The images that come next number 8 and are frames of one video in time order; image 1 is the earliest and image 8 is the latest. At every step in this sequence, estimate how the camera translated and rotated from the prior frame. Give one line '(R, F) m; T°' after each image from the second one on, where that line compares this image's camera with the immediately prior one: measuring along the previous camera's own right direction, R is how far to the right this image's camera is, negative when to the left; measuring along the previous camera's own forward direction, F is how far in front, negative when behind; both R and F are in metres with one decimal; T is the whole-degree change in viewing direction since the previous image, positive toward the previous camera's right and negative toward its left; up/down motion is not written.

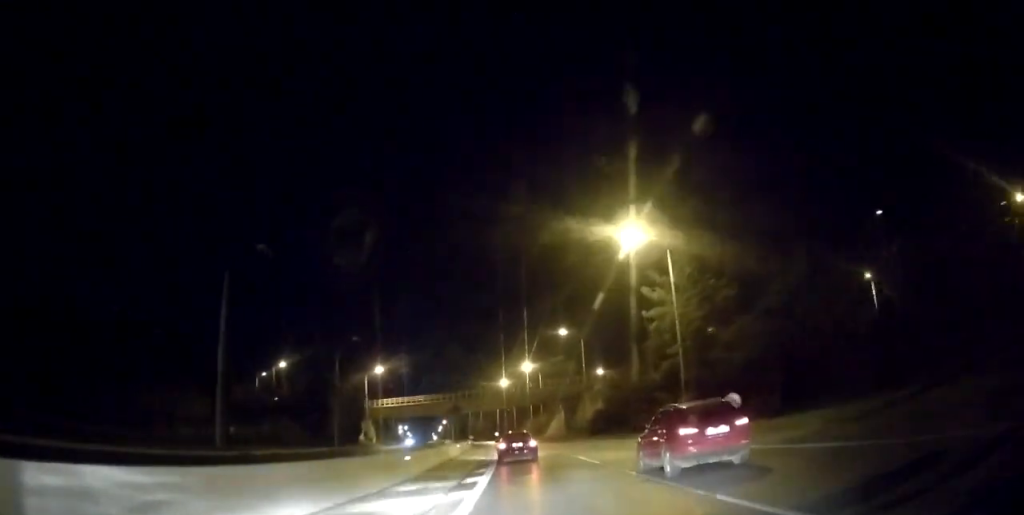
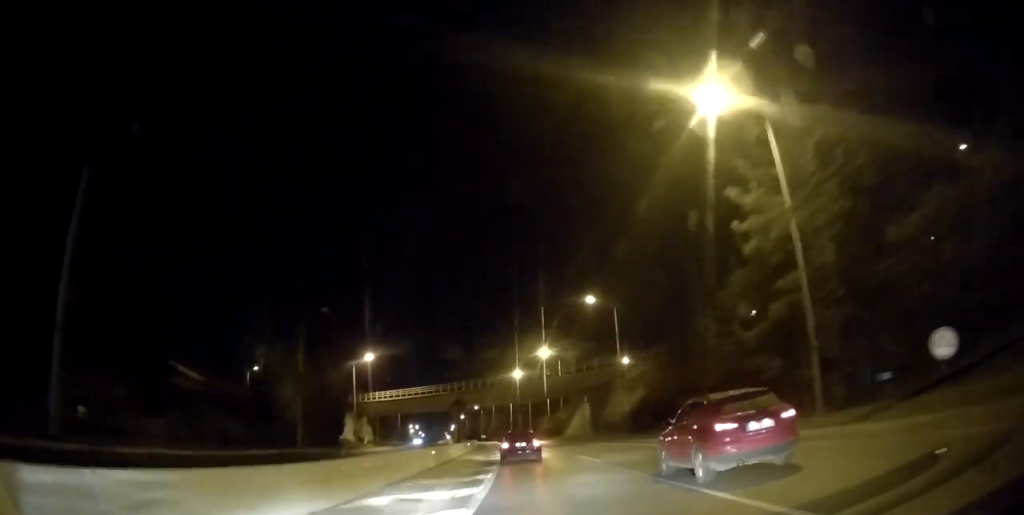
(-0.2, +16.9) m; -1°
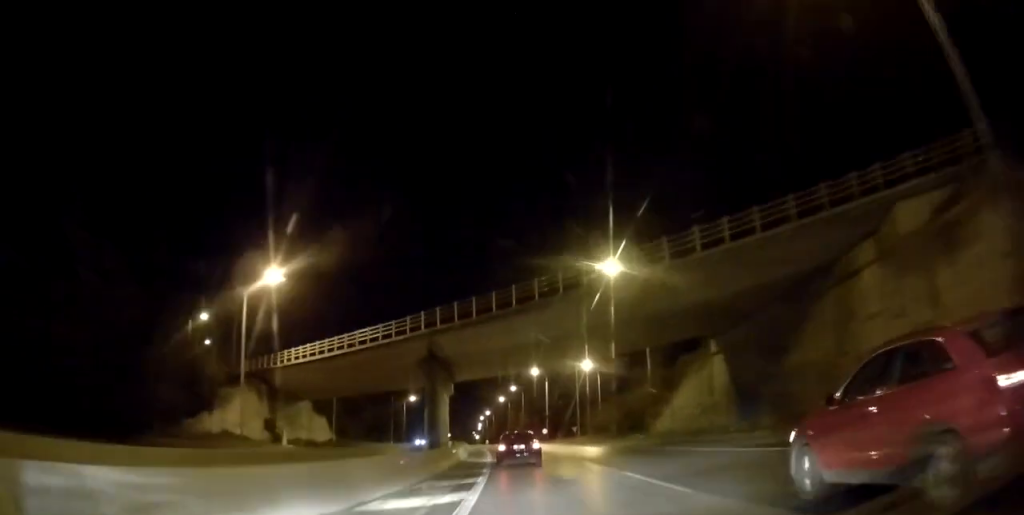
(-1.6, +46.6) m; -4°
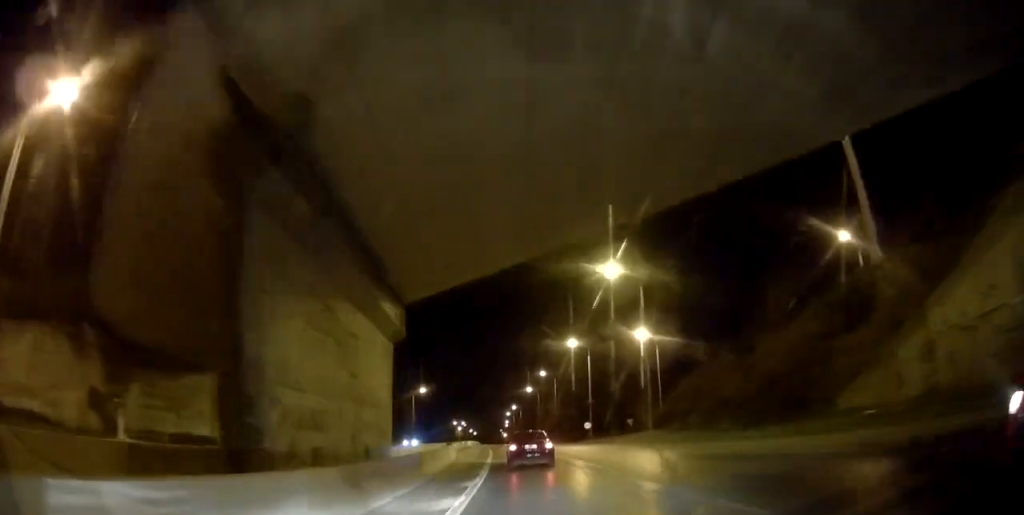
(-0.5, +29.7) m; -2°
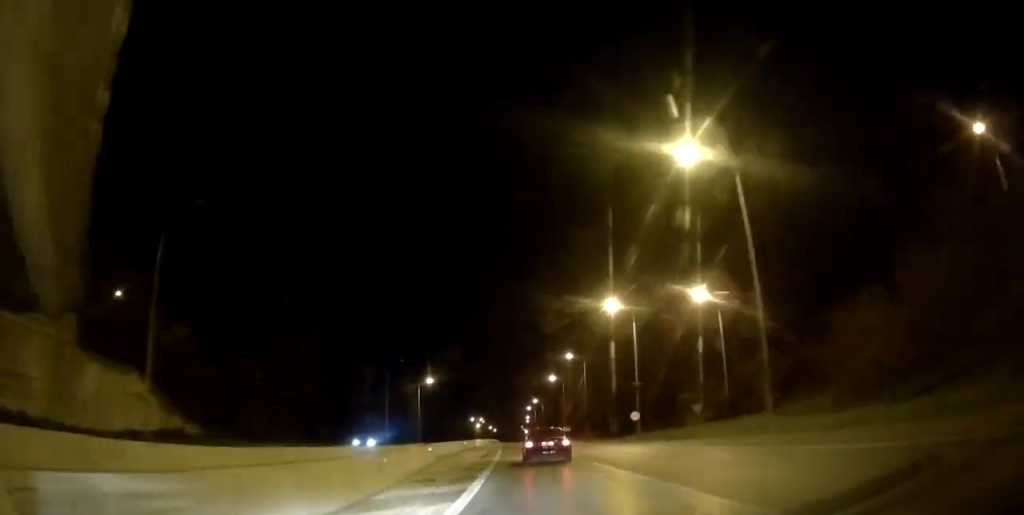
(+0.2, +20.2) m; -2°
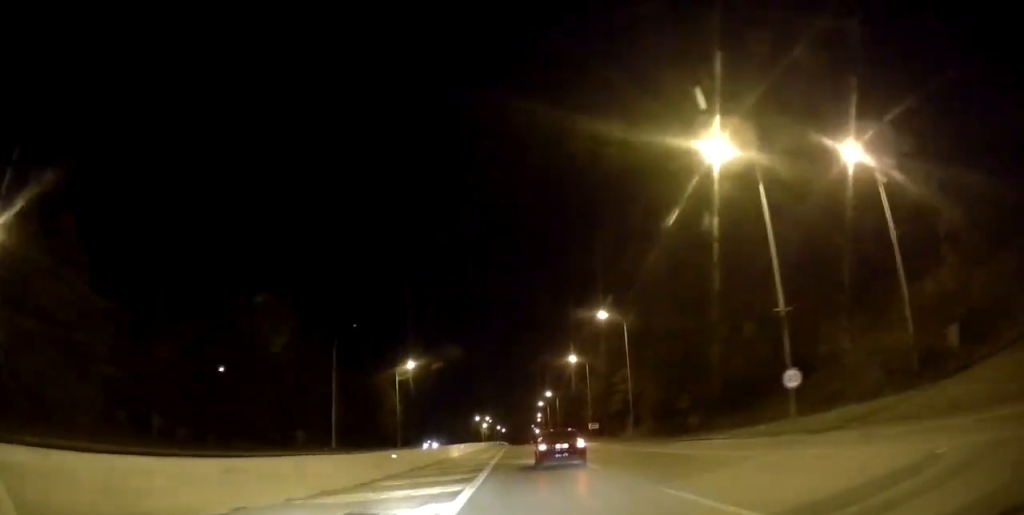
(-1.4, +31.5) m; -4°
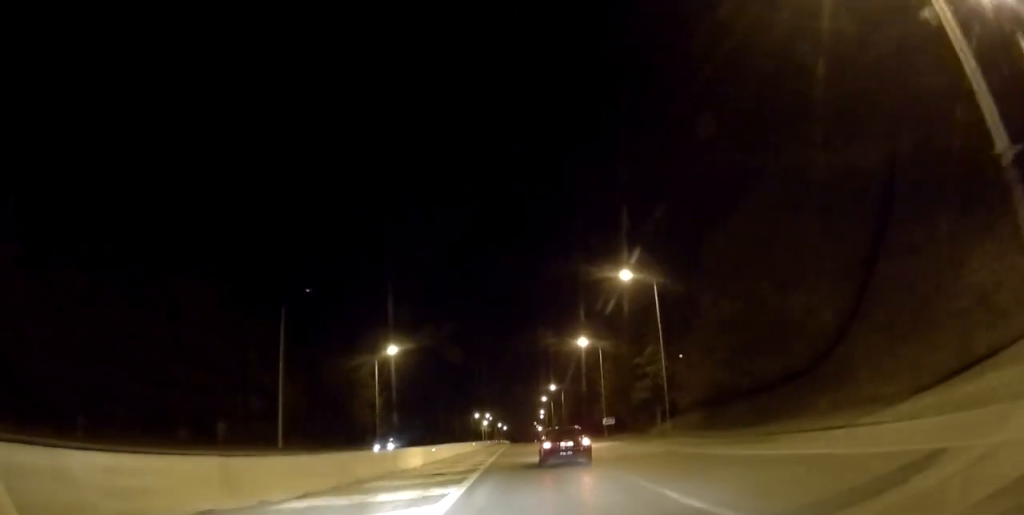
(-0.3, +14.9) m; 0°
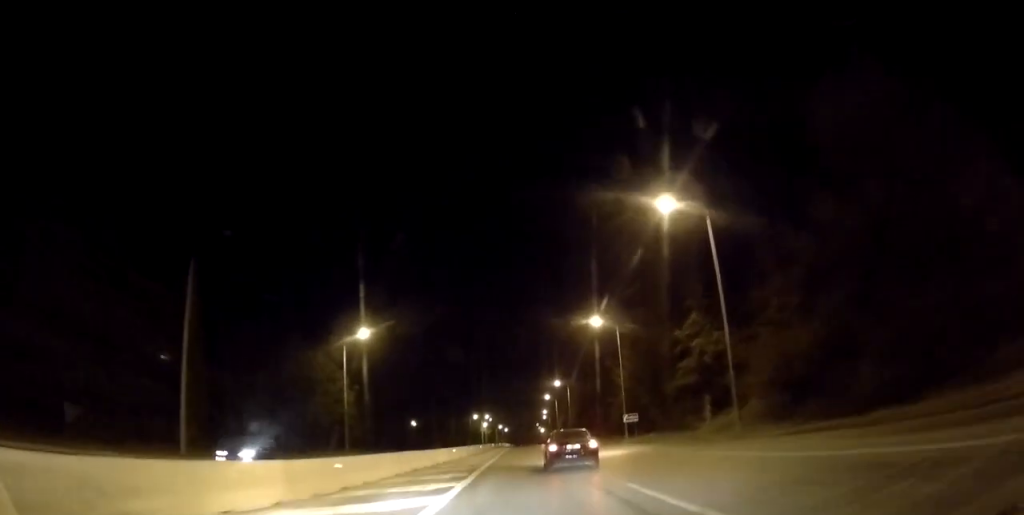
(-0.1, +15.4) m; 0°
